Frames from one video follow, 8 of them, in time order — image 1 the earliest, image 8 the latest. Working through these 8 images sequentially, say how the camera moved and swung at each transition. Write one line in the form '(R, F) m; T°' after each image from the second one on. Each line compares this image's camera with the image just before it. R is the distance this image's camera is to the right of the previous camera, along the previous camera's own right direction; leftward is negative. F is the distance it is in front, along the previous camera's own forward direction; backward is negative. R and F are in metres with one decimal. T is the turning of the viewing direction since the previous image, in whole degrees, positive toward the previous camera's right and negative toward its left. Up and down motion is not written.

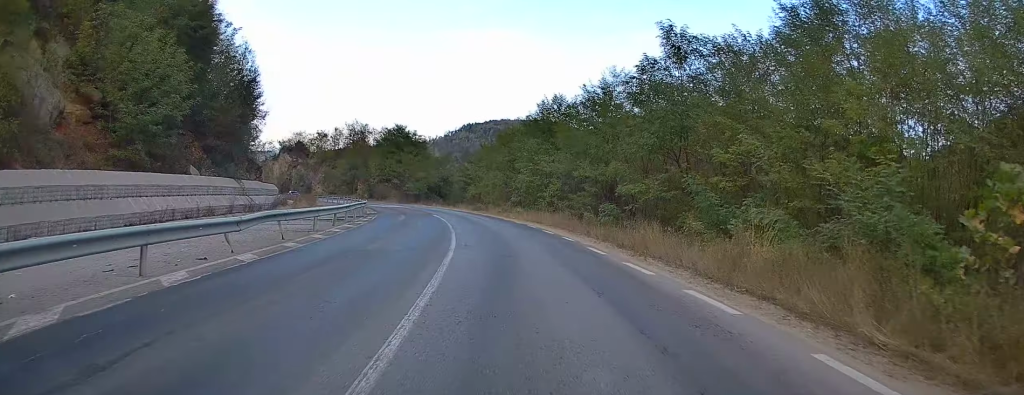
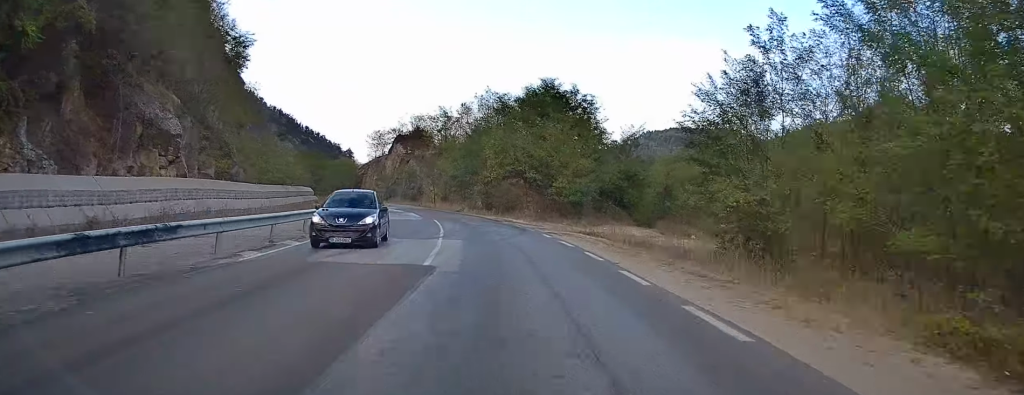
(-6.7, +52.4) m; -15°
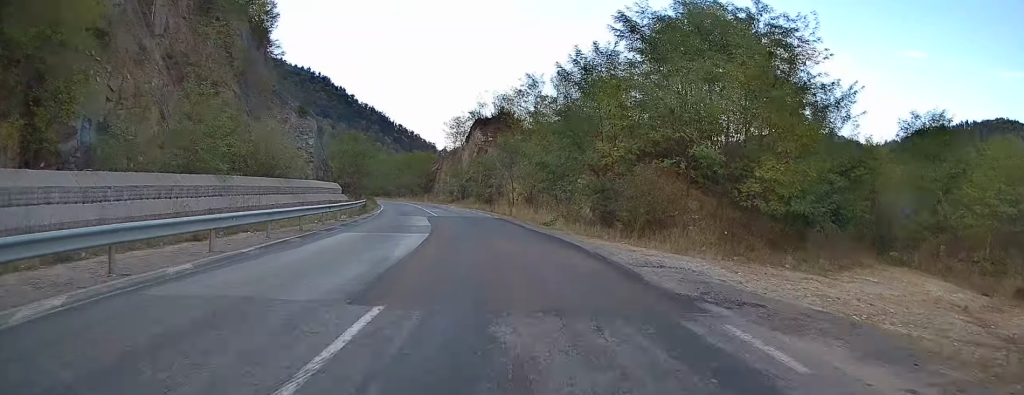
(-2.2, +29.3) m; -9°
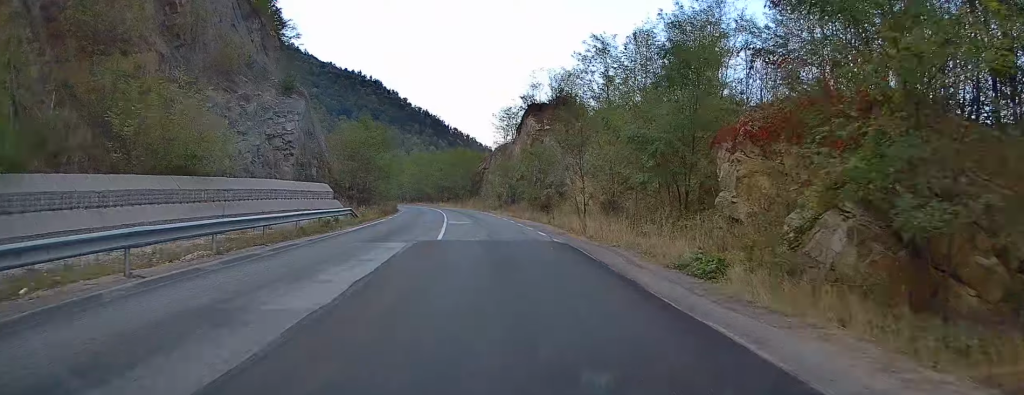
(-1.0, +20.2) m; -5°
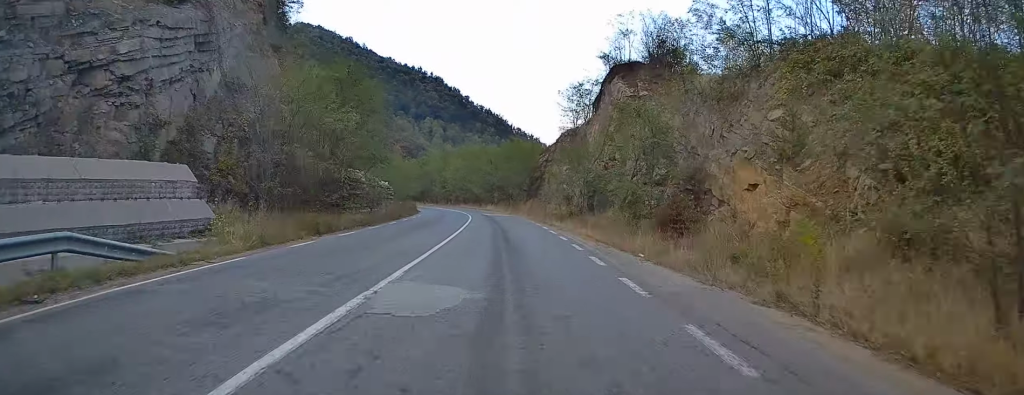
(-1.4, +26.4) m; -6°
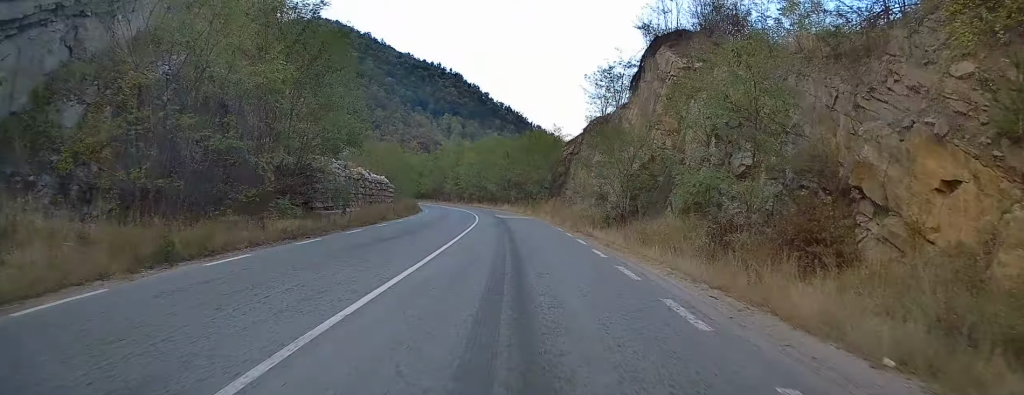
(0.0, +10.3) m; -2°
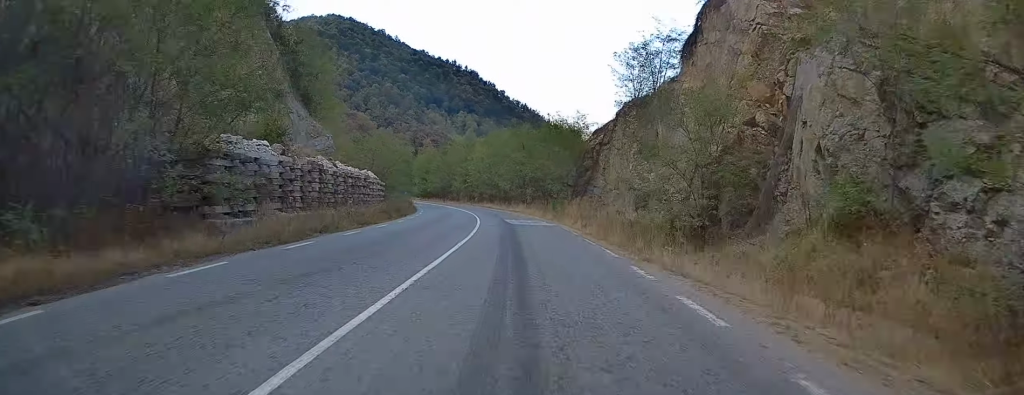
(-0.4, +11.8) m; -2°
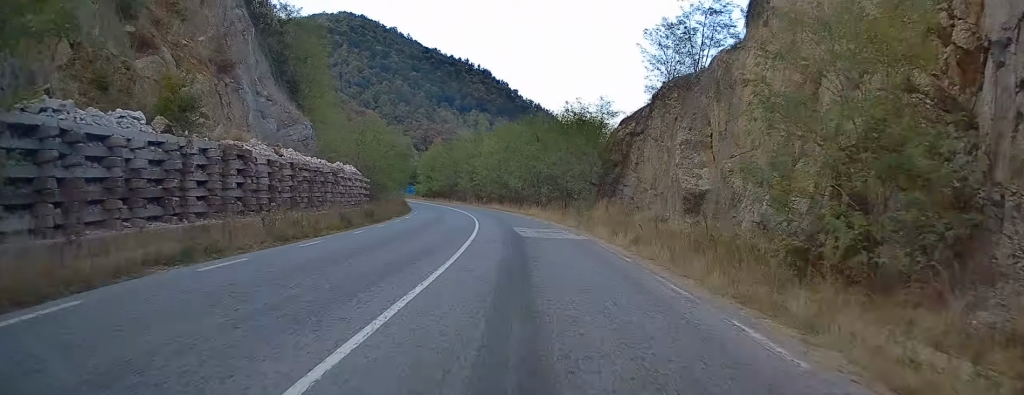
(-0.2, +9.7) m; -2°
